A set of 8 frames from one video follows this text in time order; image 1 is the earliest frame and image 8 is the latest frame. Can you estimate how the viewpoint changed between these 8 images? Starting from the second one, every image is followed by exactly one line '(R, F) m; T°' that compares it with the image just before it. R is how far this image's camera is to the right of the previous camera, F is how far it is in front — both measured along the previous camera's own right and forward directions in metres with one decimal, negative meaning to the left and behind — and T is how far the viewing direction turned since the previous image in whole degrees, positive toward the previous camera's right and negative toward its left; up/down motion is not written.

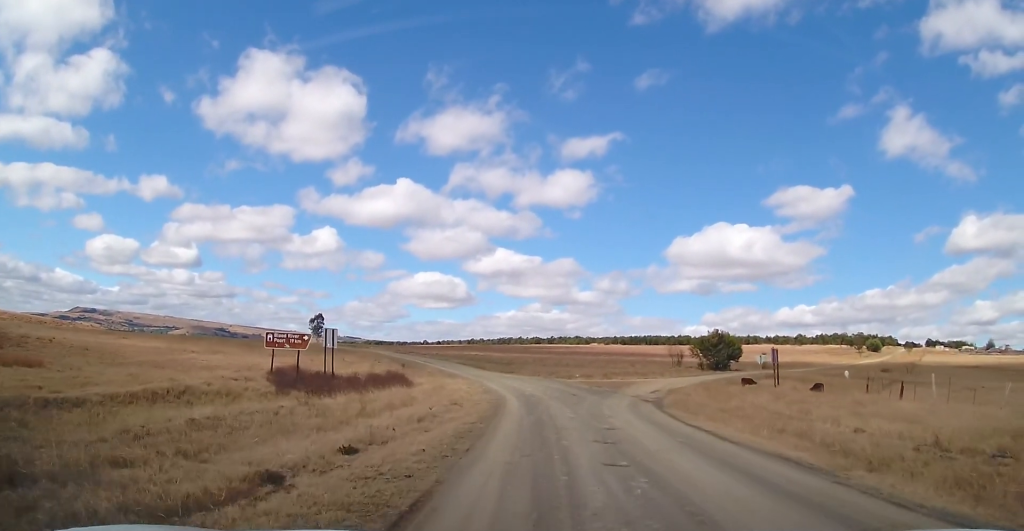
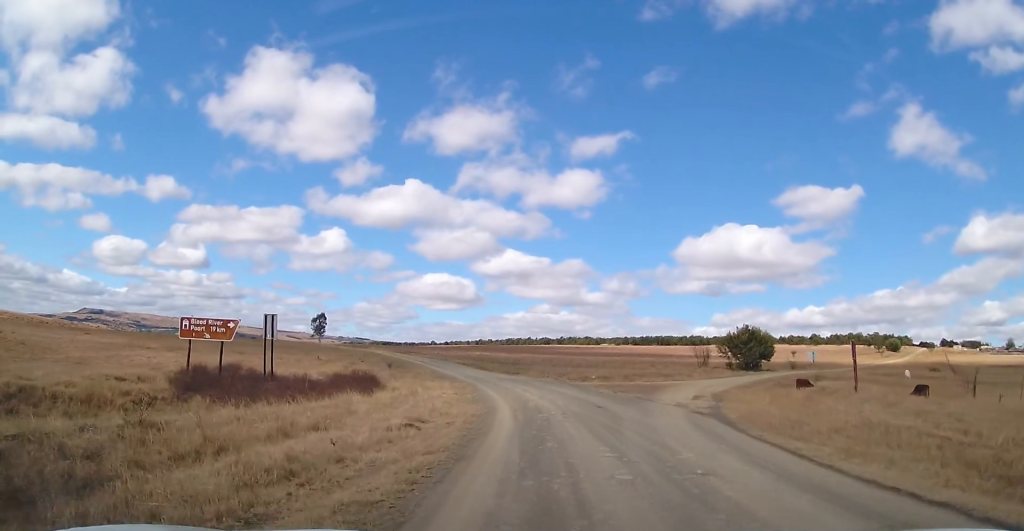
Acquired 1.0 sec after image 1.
(+0.1, +10.7) m; -2°
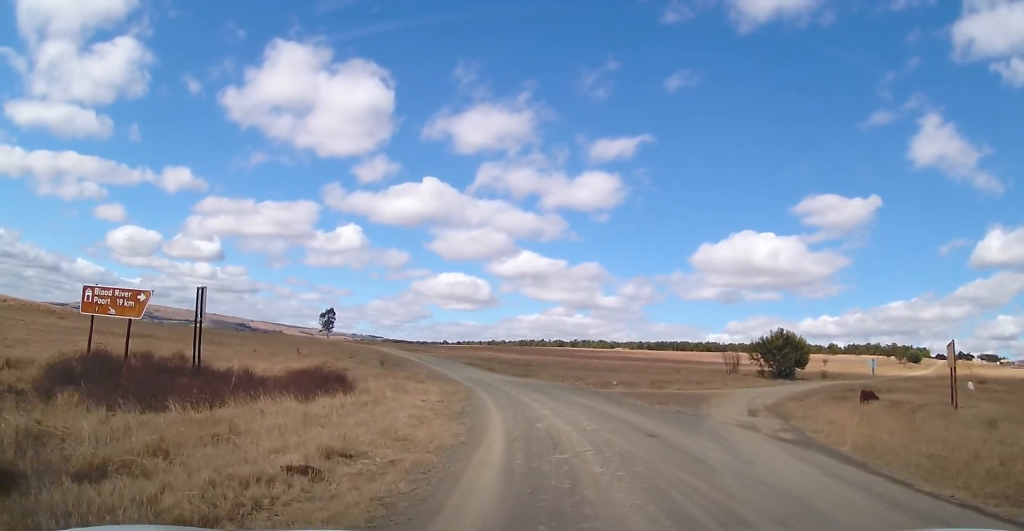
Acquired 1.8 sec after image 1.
(-0.3, +8.1) m; -3°
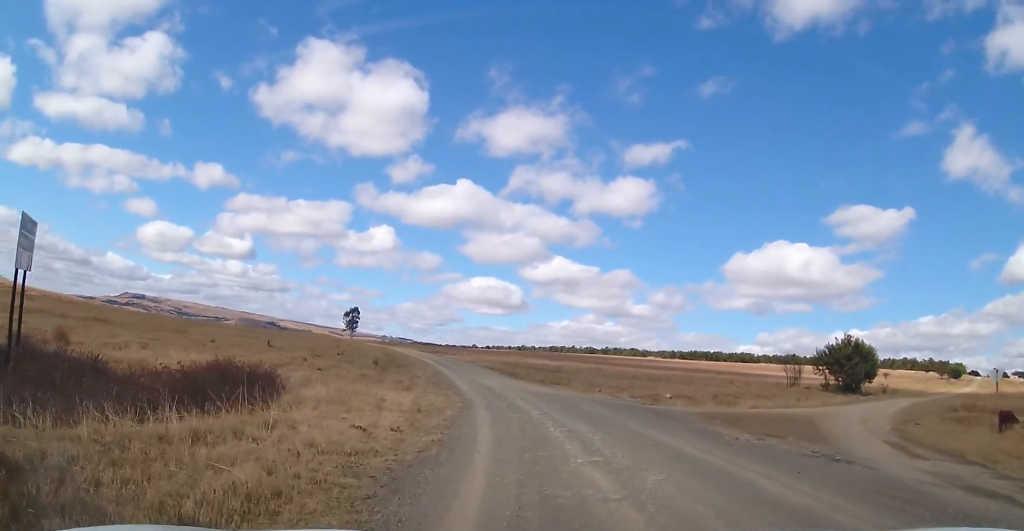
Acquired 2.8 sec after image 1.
(-0.4, +11.1) m; -3°
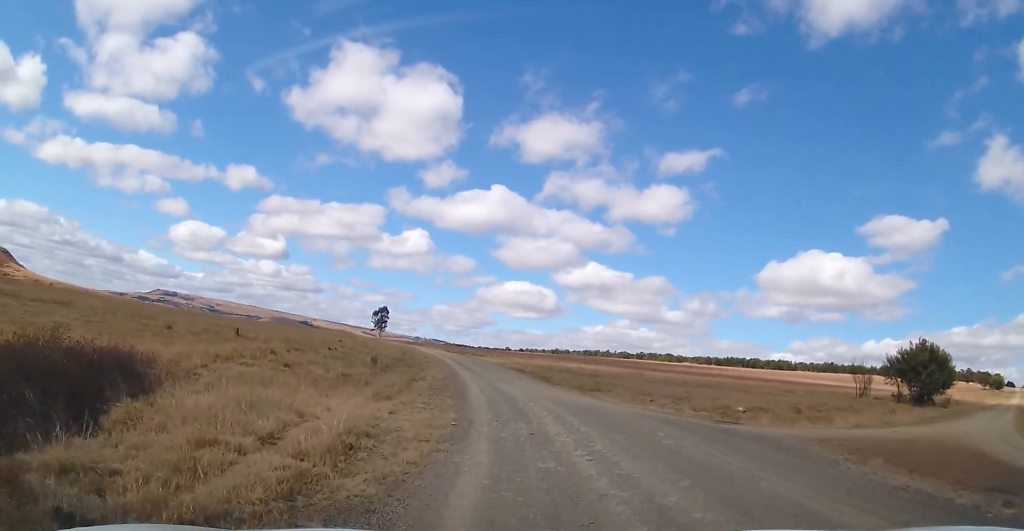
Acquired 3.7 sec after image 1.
(-0.2, +8.9) m; -1°
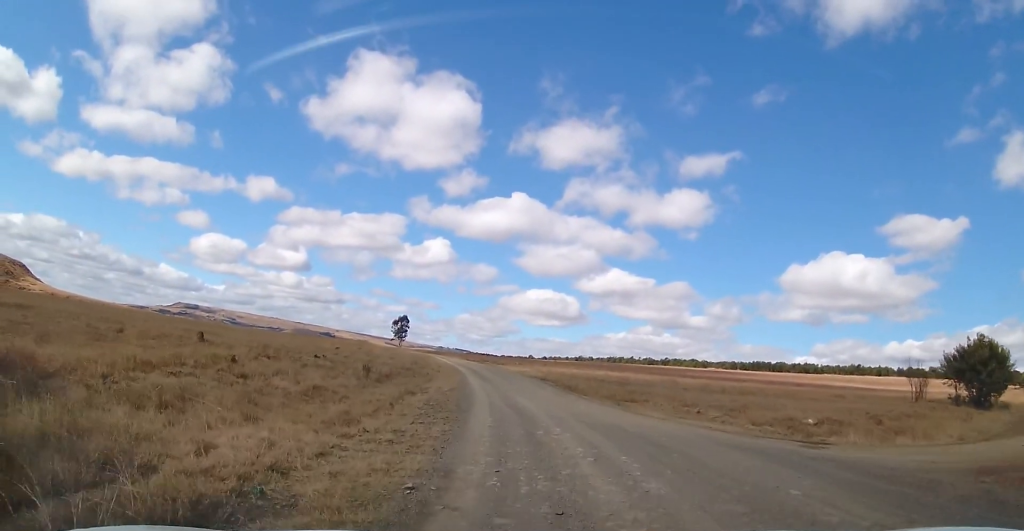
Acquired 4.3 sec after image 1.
(-0.2, +6.1) m; 0°
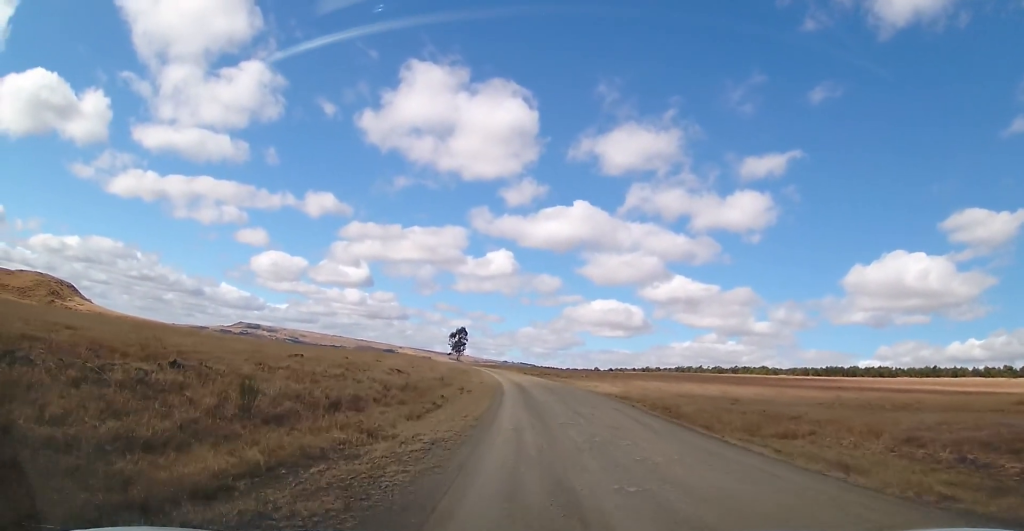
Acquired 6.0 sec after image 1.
(-0.7, +17.4) m; -9°
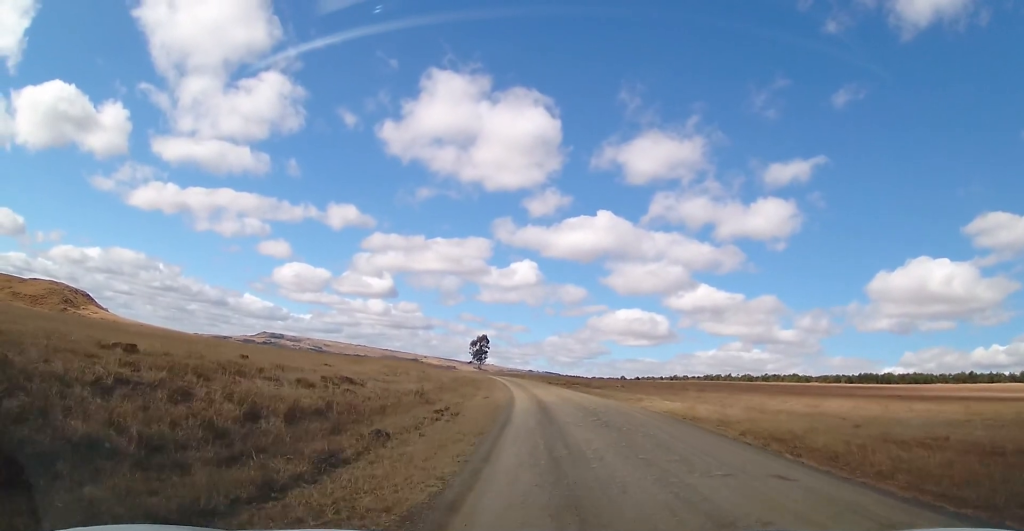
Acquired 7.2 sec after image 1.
(-0.8, +13.8) m; -3°
